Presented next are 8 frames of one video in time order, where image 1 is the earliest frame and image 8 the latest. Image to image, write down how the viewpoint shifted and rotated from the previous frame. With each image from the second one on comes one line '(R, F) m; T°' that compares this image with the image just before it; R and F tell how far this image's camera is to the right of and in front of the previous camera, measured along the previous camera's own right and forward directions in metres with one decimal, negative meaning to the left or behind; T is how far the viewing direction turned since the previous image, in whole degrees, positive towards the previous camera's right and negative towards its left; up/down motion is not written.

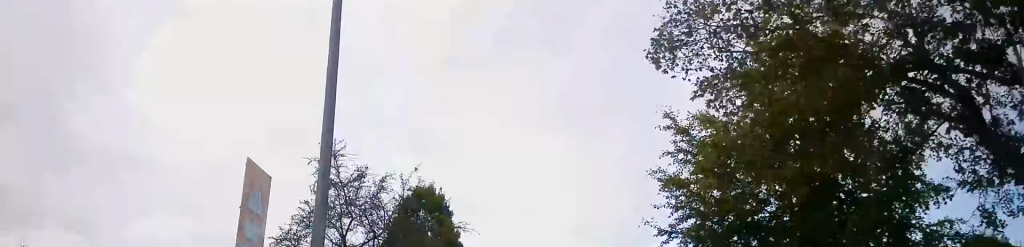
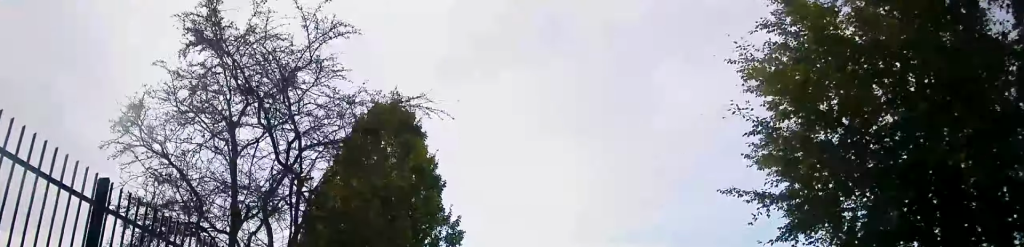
(+0.1, +6.7) m; +1°
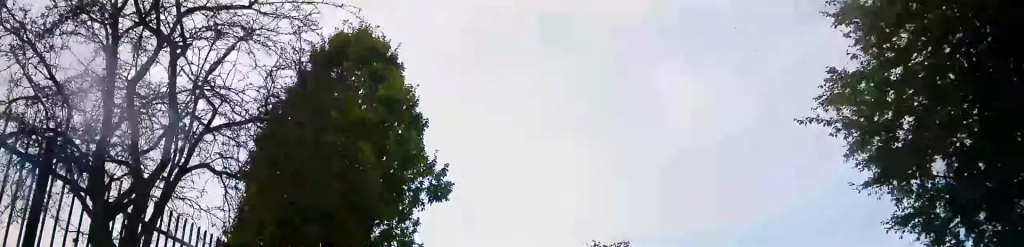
(0.0, +3.6) m; 0°
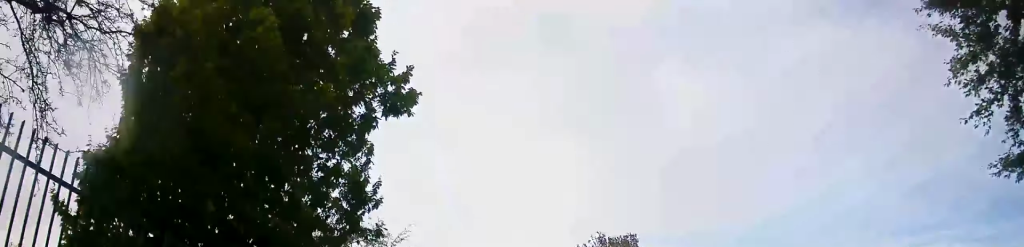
(0.0, +3.8) m; 0°
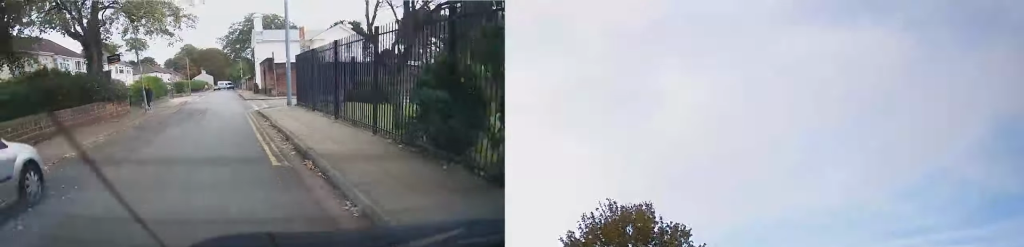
(0.0, +9.5) m; -1°
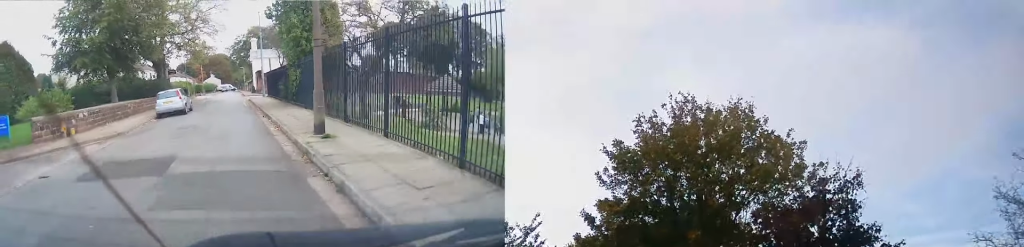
(-0.4, +16.1) m; -1°
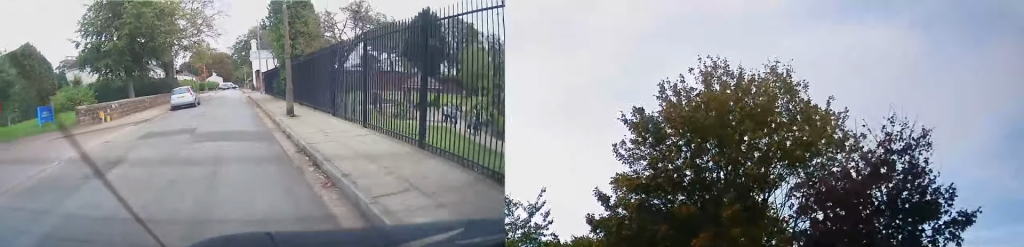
(-0.1, +3.9) m; -3°
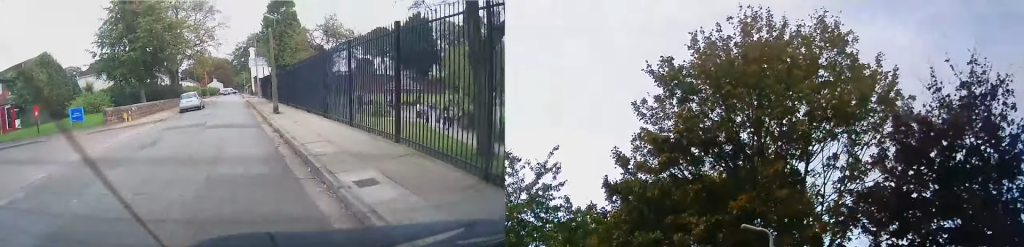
(-0.1, +3.5) m; 0°
